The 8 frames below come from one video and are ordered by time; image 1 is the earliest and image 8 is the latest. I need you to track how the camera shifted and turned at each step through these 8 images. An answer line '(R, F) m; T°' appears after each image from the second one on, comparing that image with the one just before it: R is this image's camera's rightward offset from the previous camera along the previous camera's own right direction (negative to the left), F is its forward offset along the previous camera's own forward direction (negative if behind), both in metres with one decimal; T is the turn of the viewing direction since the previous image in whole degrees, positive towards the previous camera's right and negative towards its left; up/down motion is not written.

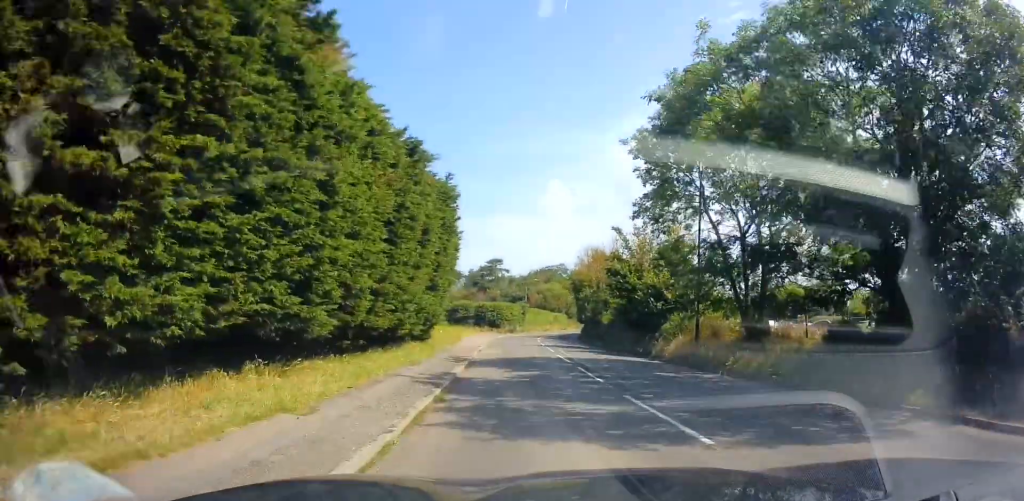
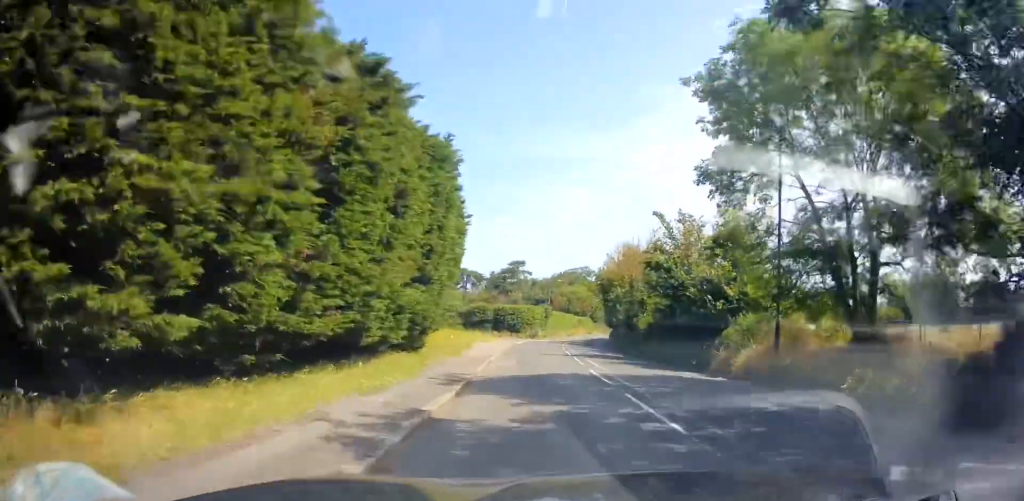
(-0.3, +5.0) m; -3°
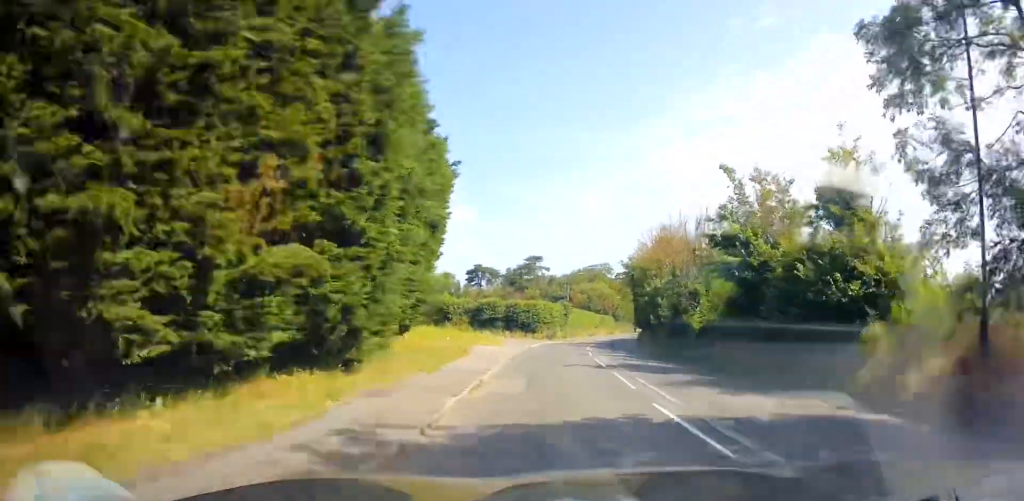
(0.0, +7.1) m; +1°
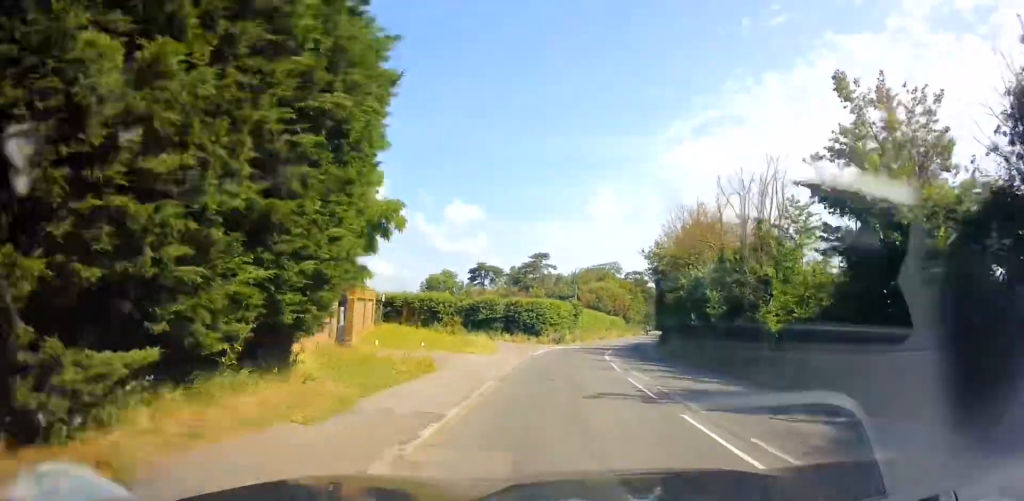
(+0.1, +7.0) m; +2°
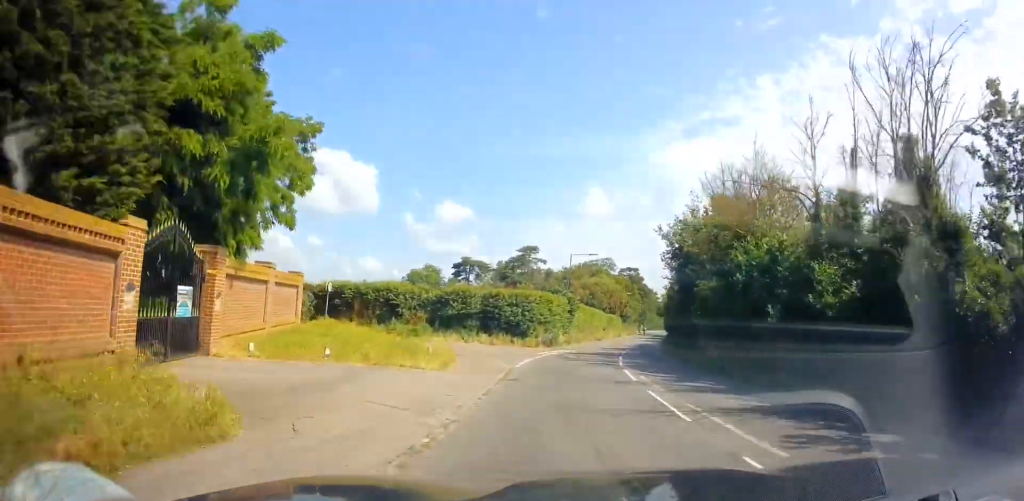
(+0.2, +8.6) m; +2°
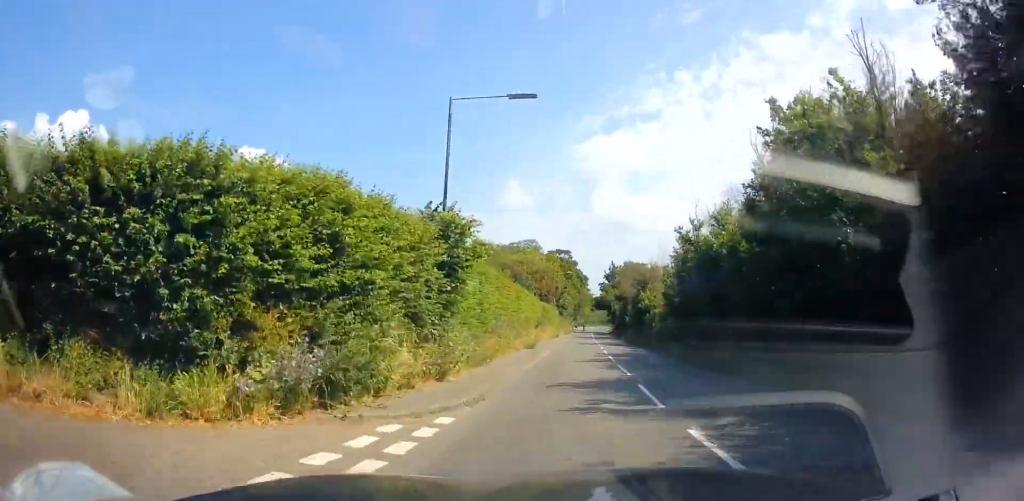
(+1.1, +26.3) m; +6°
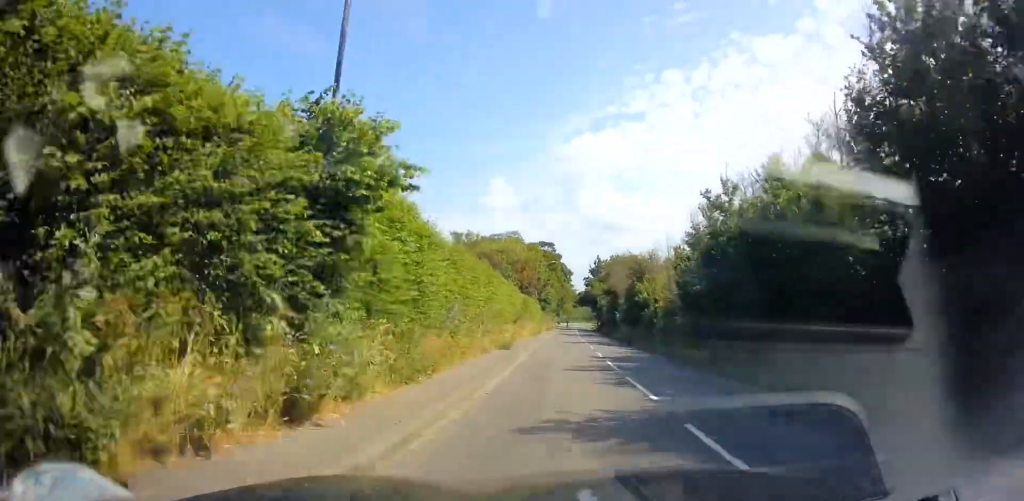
(+0.2, +5.7) m; +1°
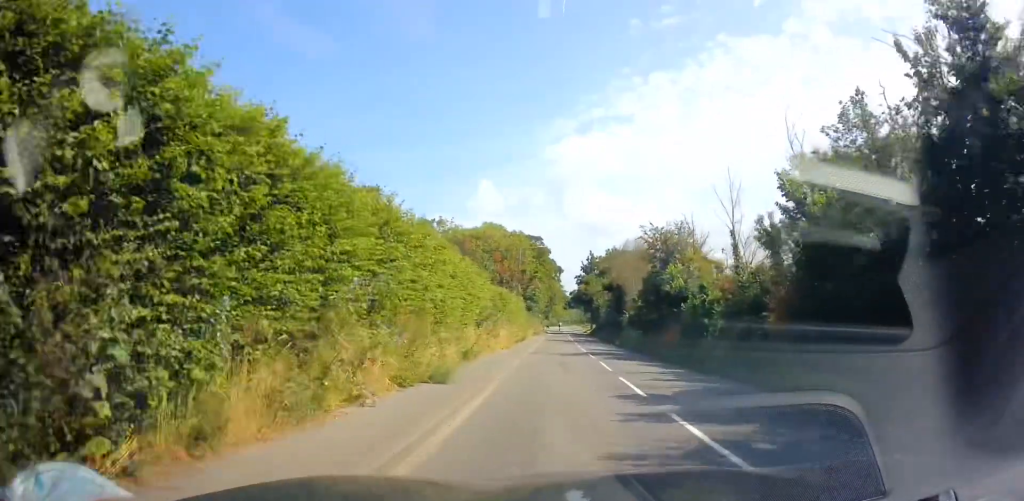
(-0.1, +11.4) m; +2°
